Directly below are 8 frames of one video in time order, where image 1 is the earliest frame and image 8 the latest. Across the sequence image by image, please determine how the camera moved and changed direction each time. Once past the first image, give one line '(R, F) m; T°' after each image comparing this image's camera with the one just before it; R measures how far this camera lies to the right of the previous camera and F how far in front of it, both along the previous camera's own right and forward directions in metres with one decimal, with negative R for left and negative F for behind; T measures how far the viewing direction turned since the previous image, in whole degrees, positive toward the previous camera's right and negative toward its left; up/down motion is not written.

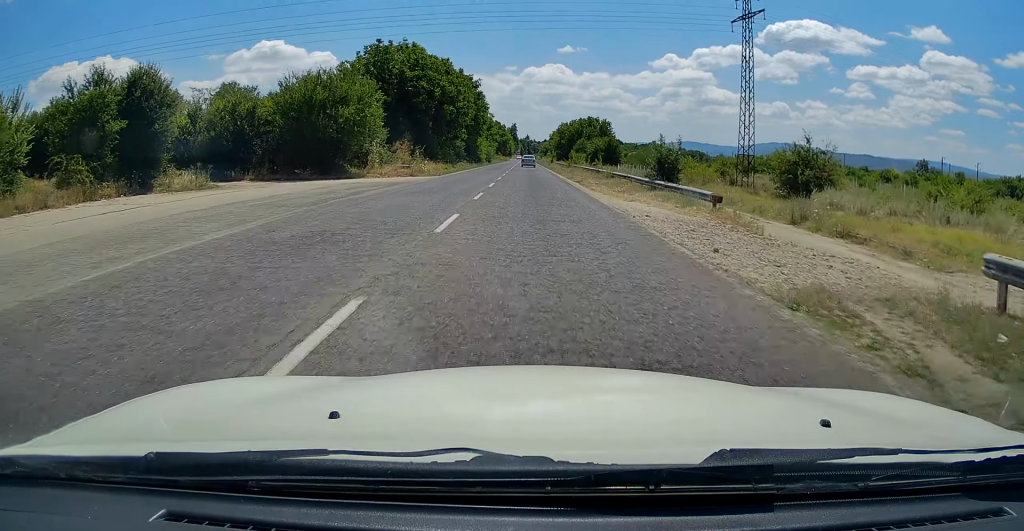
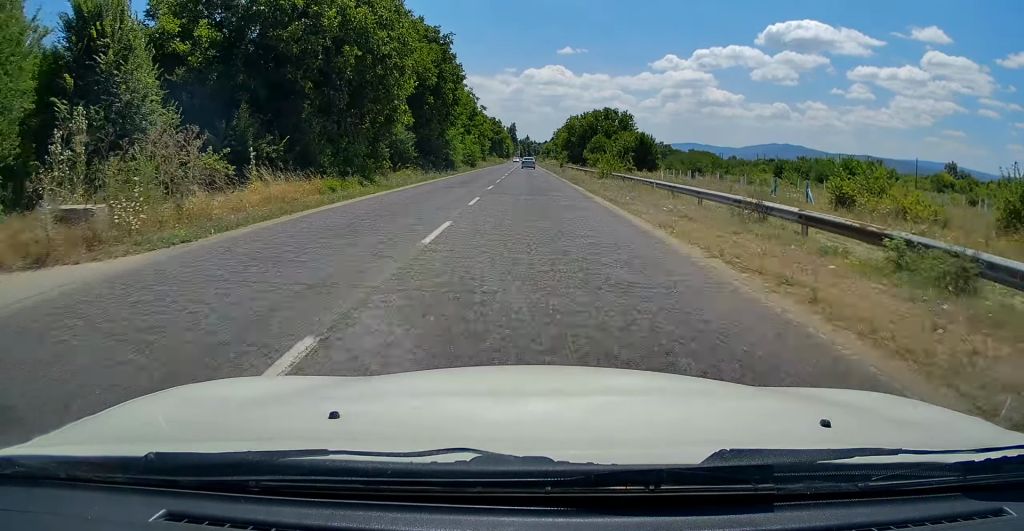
(+0.3, +31.9) m; +1°
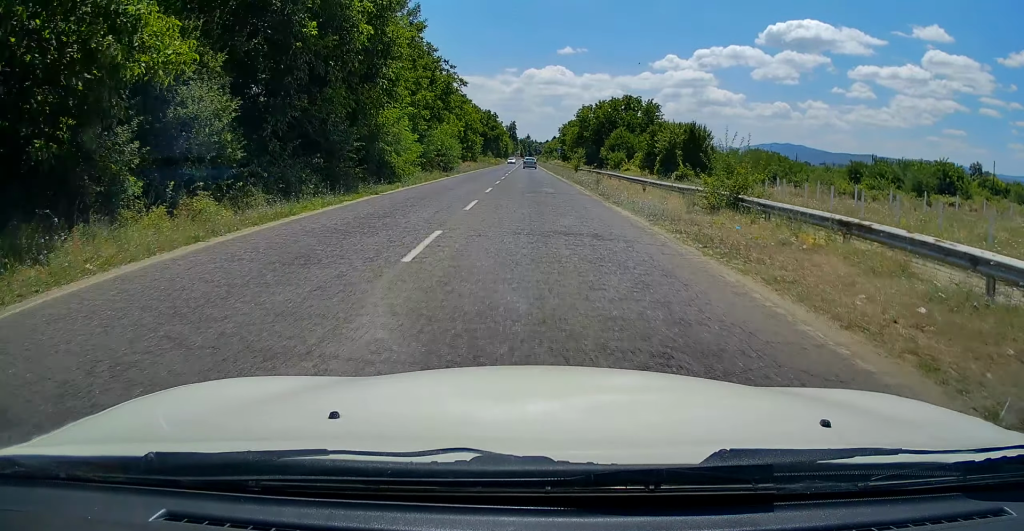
(-0.2, +24.2) m; 0°
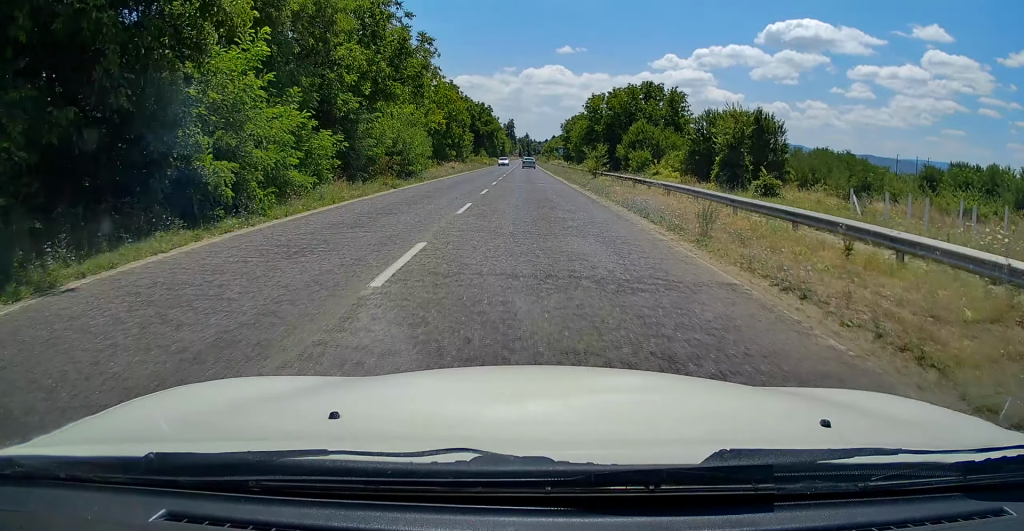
(0.0, +16.8) m; 0°
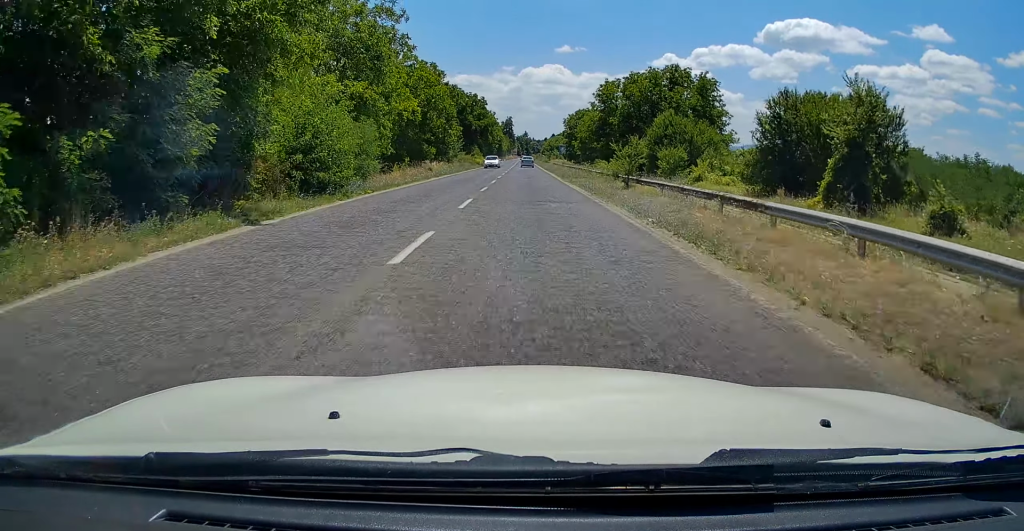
(0.0, +14.1) m; 0°
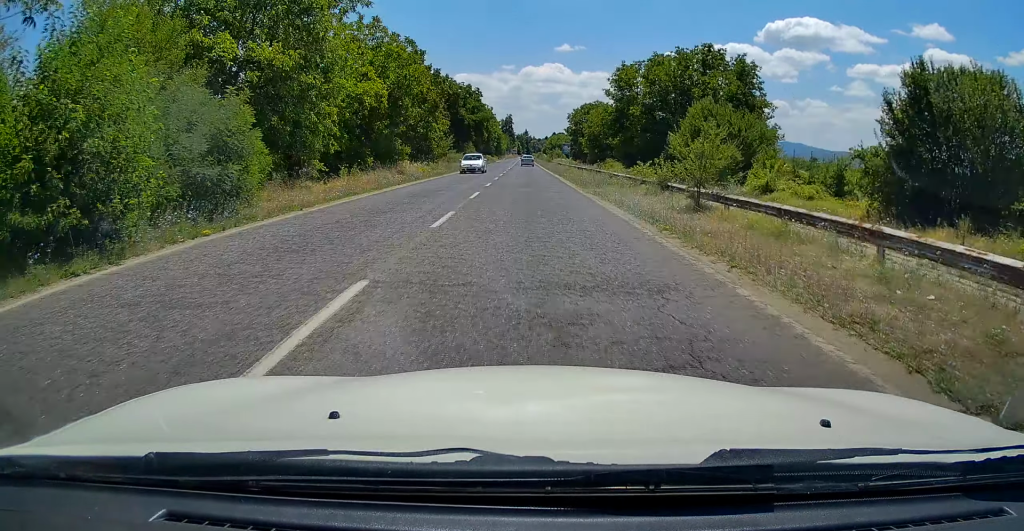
(0.0, +12.0) m; 0°
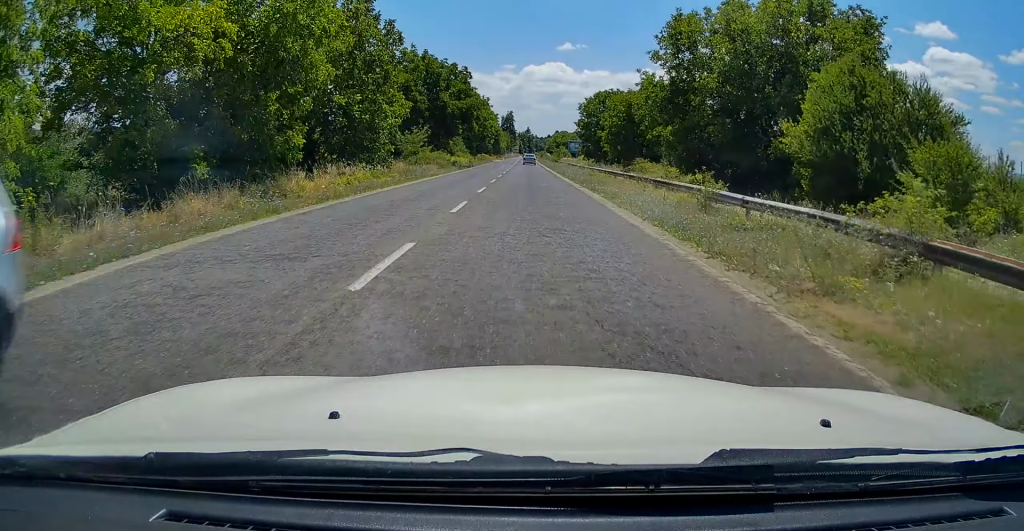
(0.0, +20.6) m; 0°
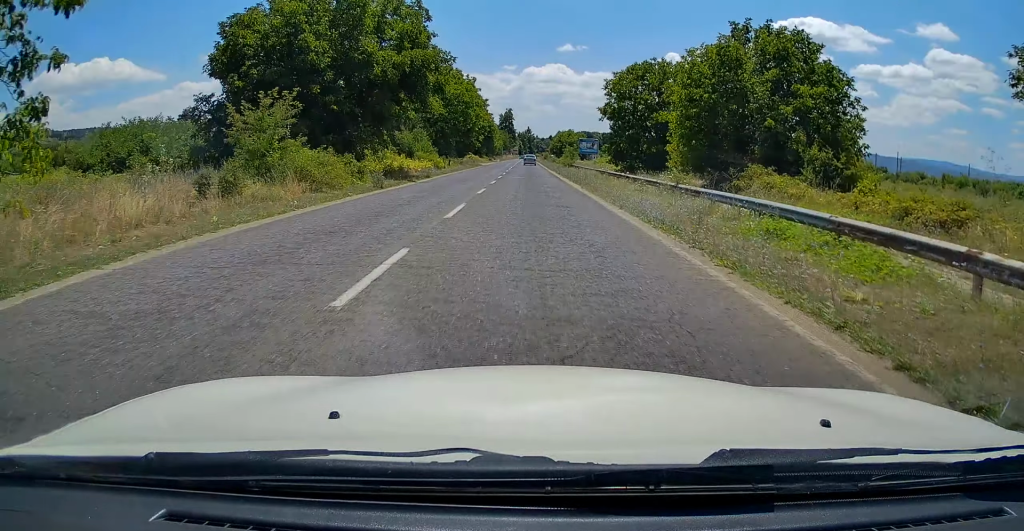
(+0.2, +31.9) m; +1°
